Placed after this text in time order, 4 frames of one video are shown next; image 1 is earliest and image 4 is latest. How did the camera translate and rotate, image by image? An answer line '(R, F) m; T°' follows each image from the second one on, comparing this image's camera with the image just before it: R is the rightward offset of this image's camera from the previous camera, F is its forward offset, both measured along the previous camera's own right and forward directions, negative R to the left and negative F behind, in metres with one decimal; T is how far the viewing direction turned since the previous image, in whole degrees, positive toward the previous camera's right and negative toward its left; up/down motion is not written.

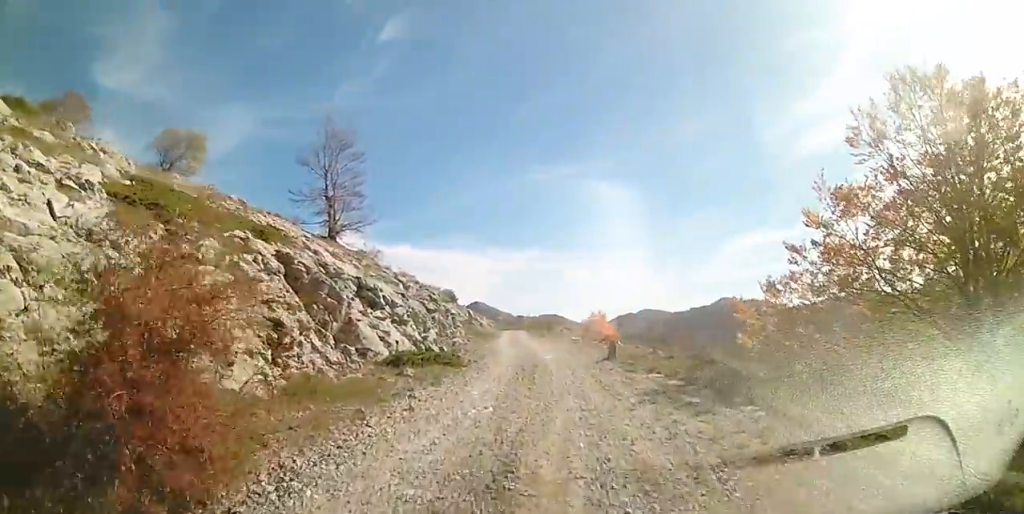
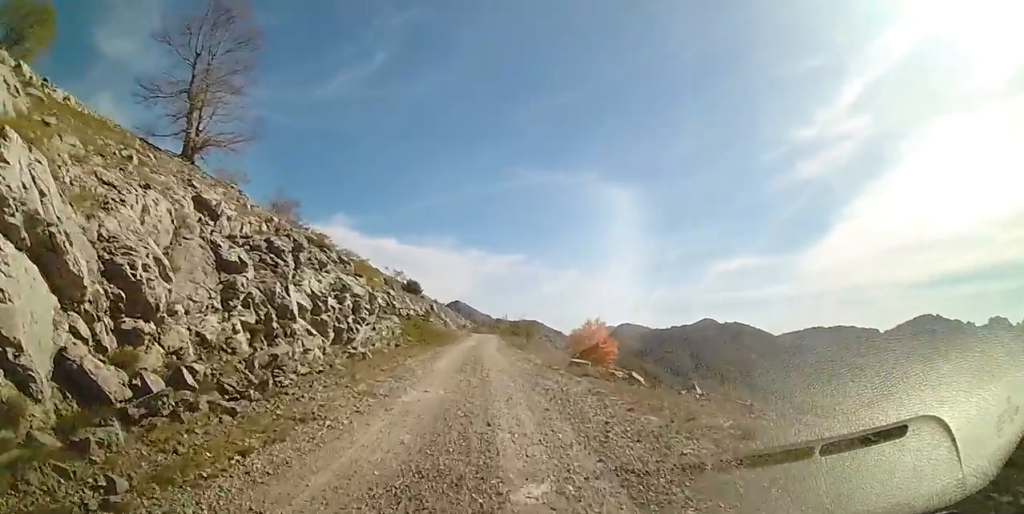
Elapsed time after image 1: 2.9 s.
(+2.0, +16.7) m; +6°
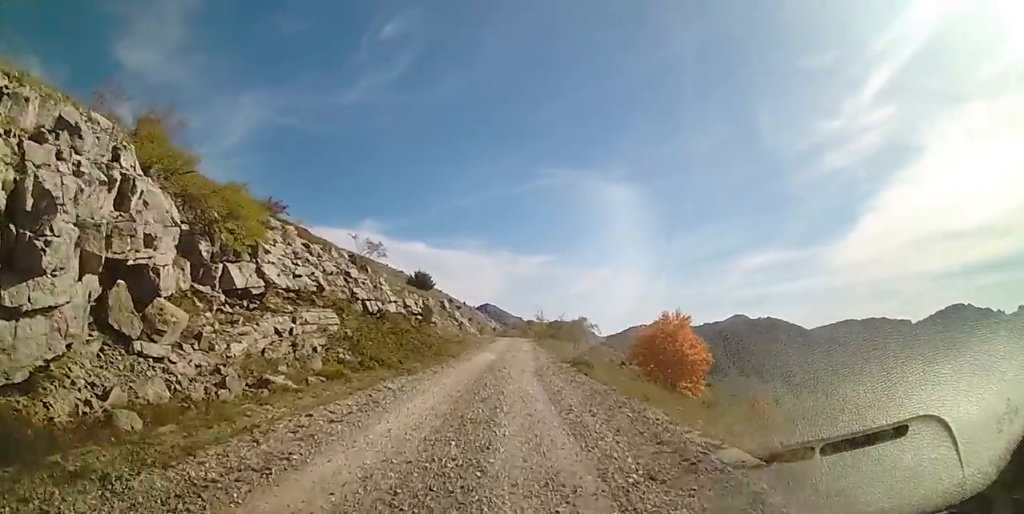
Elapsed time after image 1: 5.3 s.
(-0.5, +17.9) m; -6°
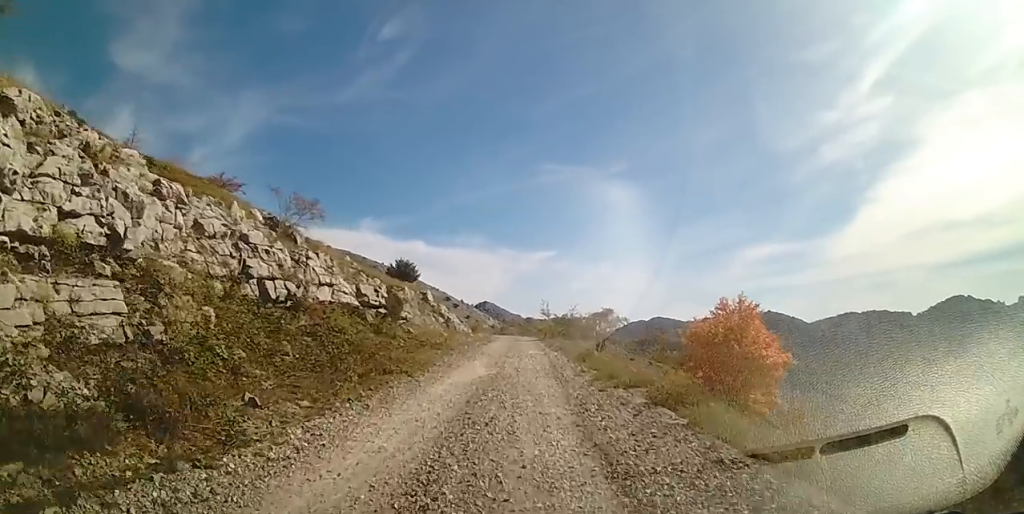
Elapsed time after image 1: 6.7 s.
(-1.0, +10.3) m; -4°
